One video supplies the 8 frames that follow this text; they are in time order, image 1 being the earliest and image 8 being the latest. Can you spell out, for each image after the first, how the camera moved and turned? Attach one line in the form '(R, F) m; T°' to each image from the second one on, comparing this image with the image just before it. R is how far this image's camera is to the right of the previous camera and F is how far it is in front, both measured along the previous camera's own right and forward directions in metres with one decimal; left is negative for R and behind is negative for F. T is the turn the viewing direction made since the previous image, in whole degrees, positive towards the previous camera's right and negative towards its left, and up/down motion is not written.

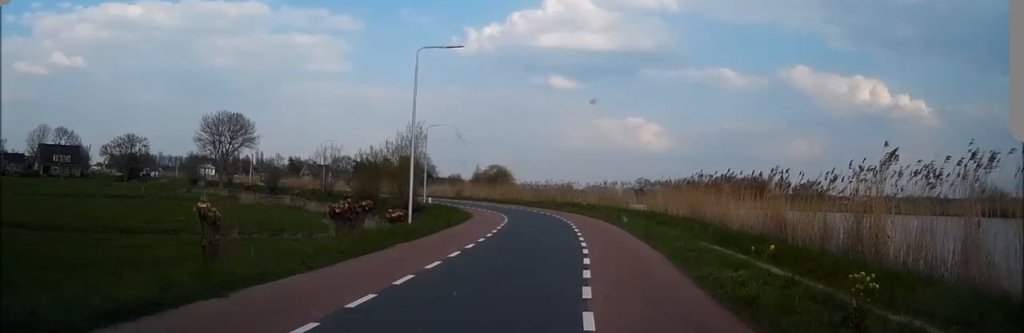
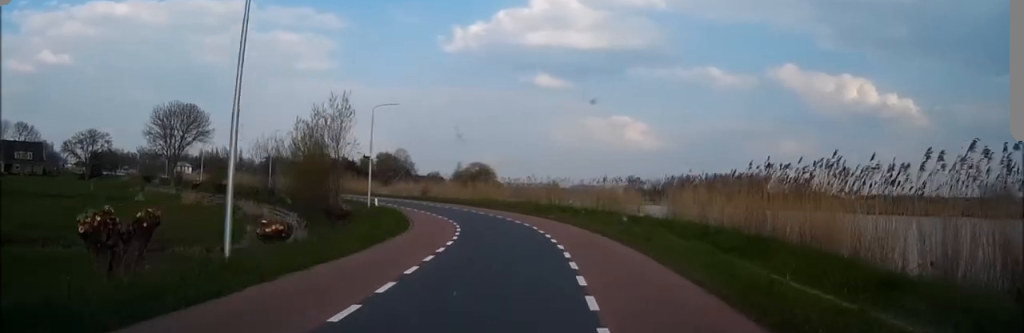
(+0.1, +12.8) m; 0°
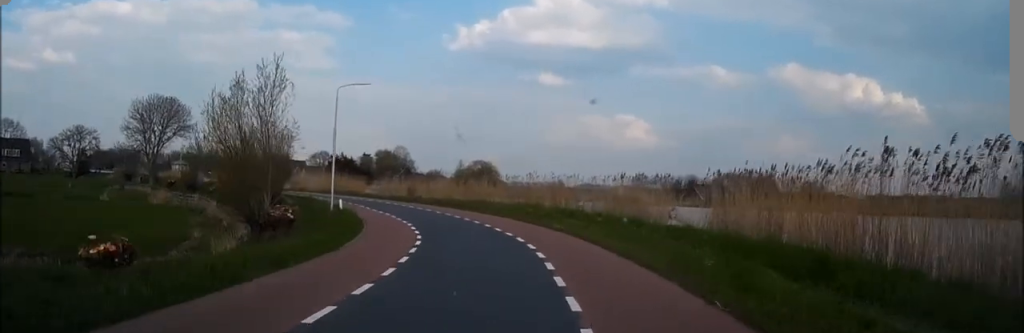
(0.0, +8.1) m; 0°
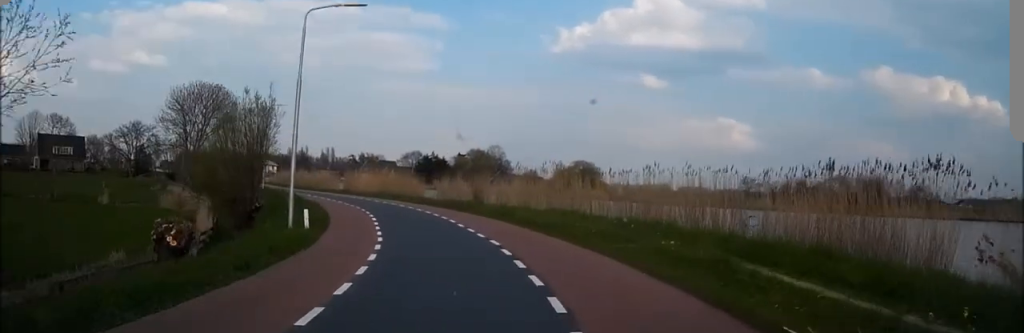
(-0.6, +15.9) m; -6°
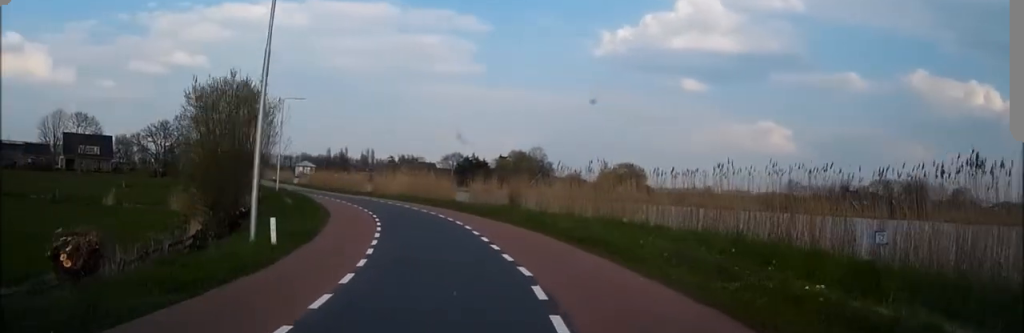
(0.0, +5.0) m; -3°
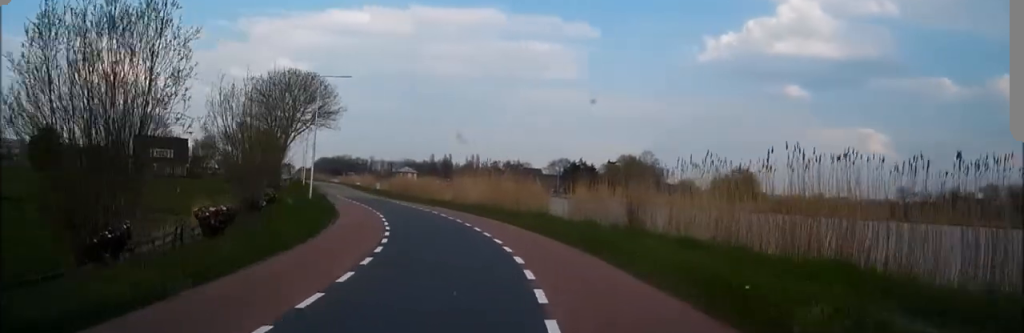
(-0.7, +12.2) m; -8°
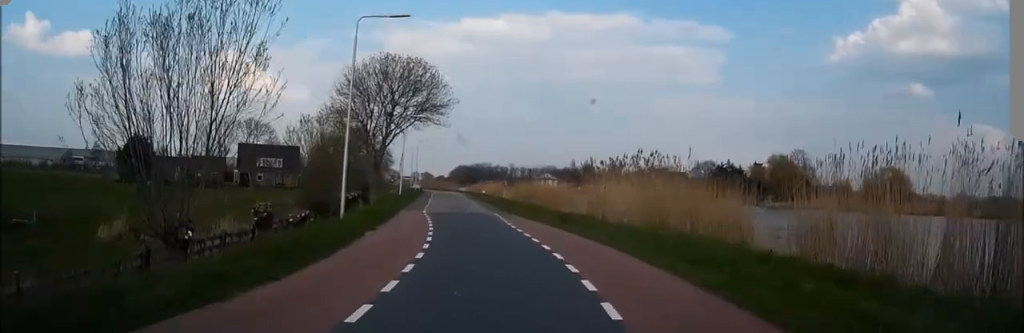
(-1.4, +14.0) m; -10°
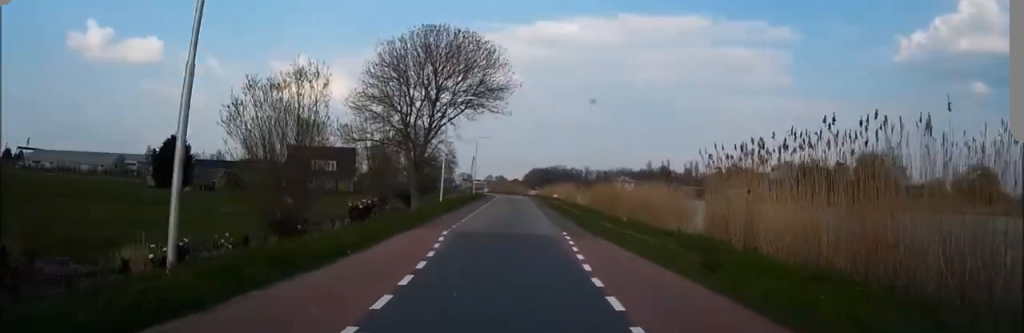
(-0.9, +12.8) m; -7°
